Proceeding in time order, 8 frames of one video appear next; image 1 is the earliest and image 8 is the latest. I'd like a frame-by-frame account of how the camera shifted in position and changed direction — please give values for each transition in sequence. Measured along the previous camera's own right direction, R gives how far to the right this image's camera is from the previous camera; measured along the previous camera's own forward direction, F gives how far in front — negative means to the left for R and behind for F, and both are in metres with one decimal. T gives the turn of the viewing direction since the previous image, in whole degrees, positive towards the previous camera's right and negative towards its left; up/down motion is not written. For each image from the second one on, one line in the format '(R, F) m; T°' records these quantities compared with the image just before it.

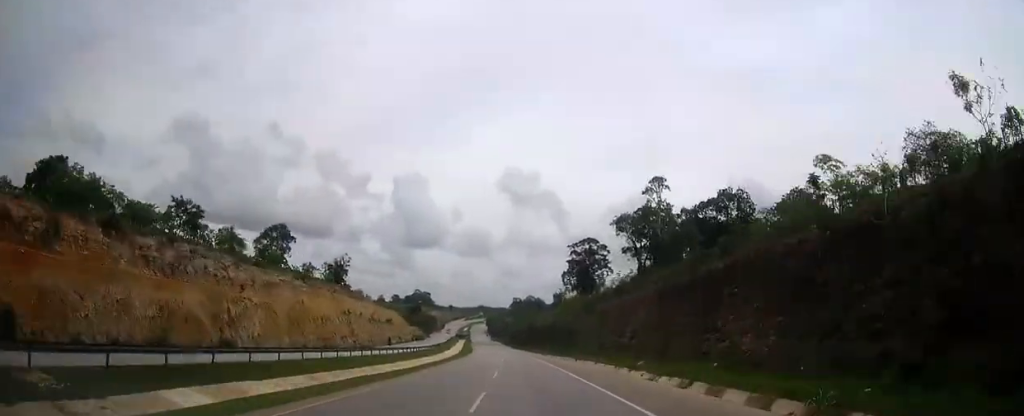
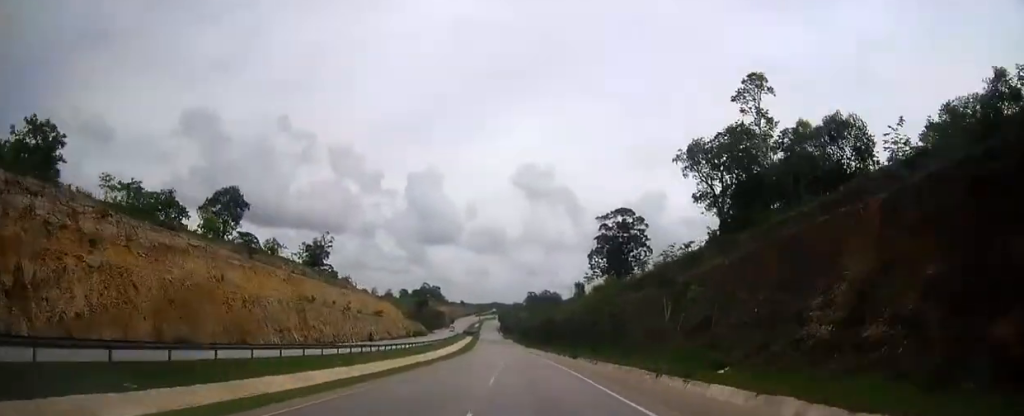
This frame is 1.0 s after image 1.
(0.0, +31.9) m; -1°
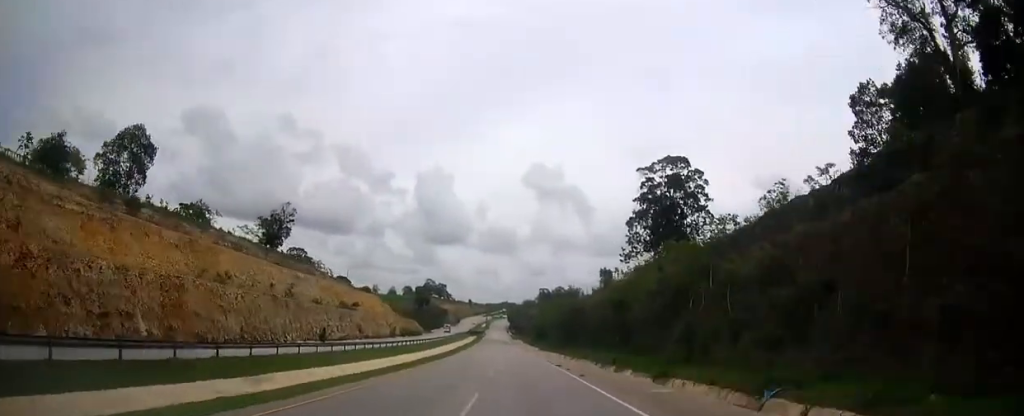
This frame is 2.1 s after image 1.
(-0.8, +35.8) m; -1°
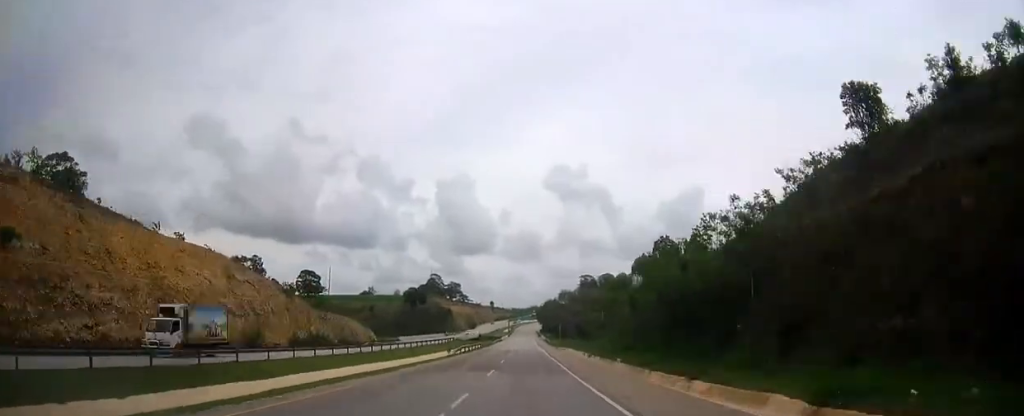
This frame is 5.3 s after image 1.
(-2.6, +103.3) m; -2°
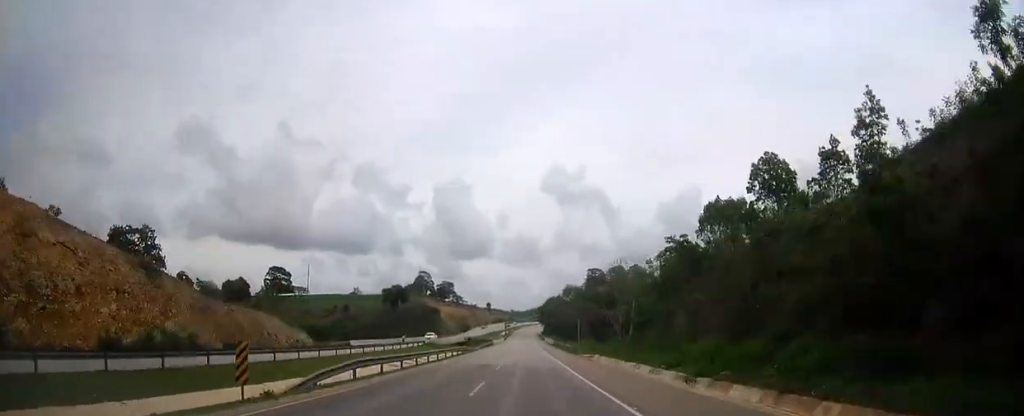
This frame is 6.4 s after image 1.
(-0.2, +35.3) m; 0°
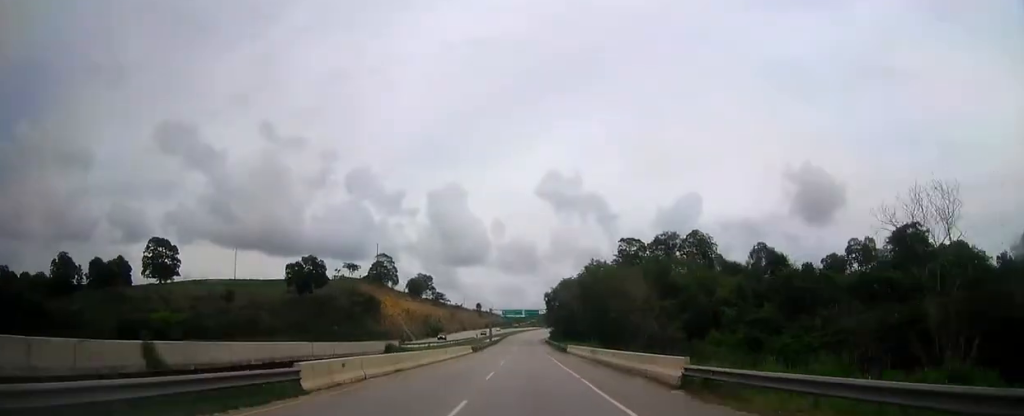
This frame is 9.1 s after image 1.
(-0.2, +85.9) m; 0°
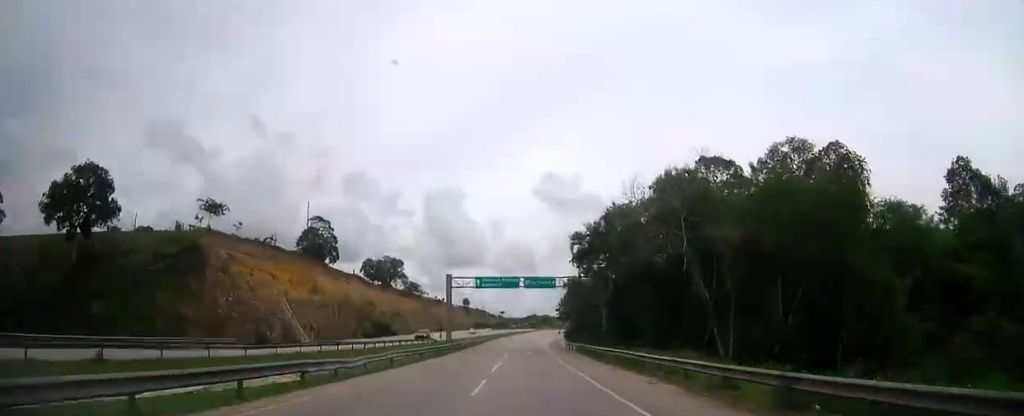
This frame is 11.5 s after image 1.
(-0.1, +74.6) m; 0°
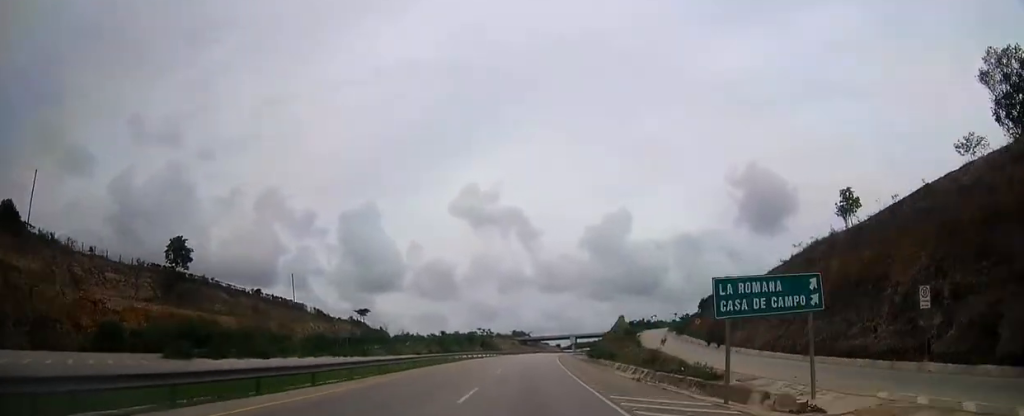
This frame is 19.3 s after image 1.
(+10.3, +236.5) m; +7°
